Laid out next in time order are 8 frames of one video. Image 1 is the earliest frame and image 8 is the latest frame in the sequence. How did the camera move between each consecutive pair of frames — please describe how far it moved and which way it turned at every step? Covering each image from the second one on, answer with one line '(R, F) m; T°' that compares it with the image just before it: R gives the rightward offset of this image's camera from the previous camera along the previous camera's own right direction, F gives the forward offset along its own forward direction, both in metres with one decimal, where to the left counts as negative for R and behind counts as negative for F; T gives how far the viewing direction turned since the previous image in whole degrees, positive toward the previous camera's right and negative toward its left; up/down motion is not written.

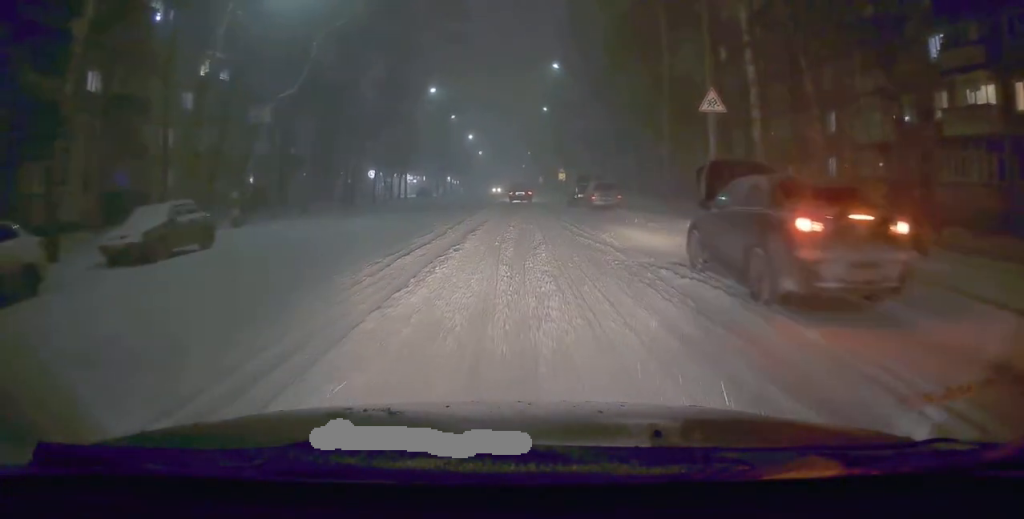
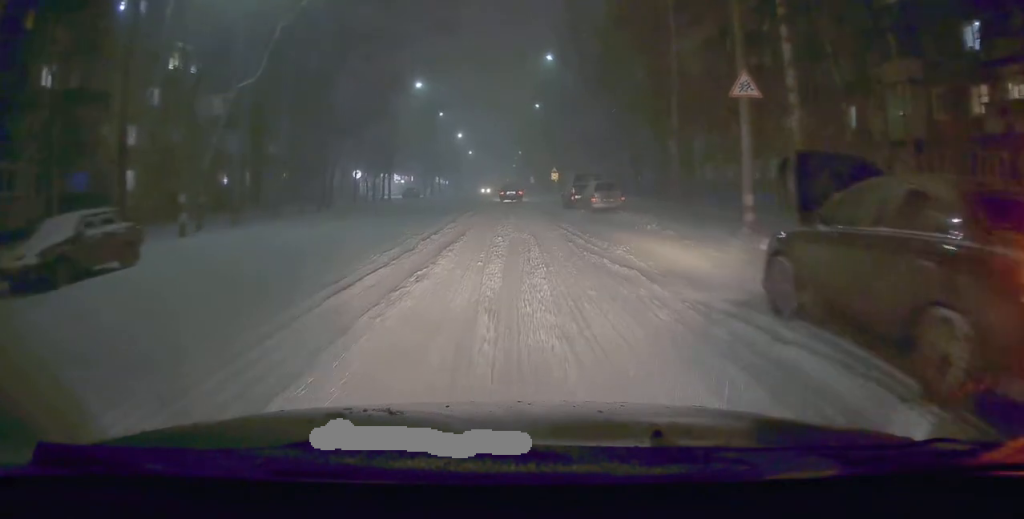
(0.0, +3.3) m; -1°
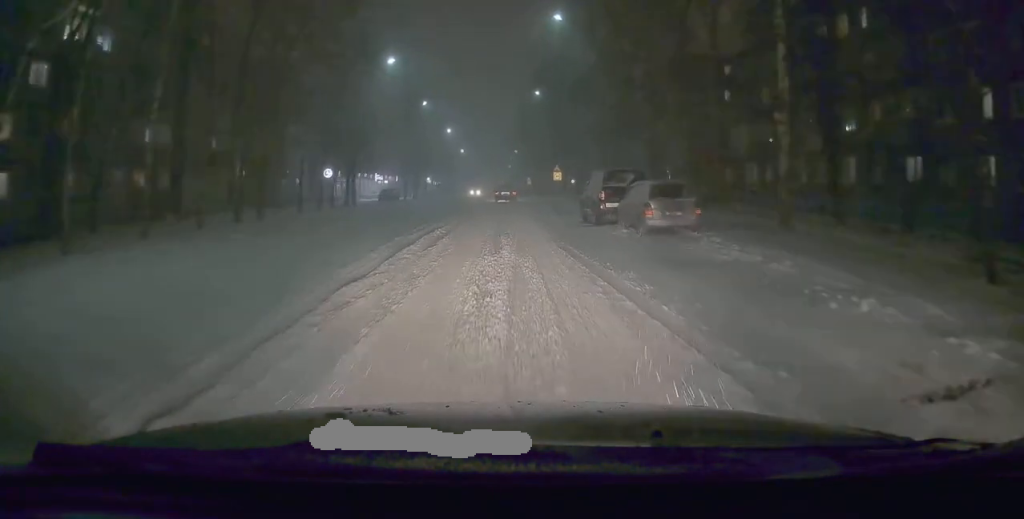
(-0.6, +10.6) m; -1°
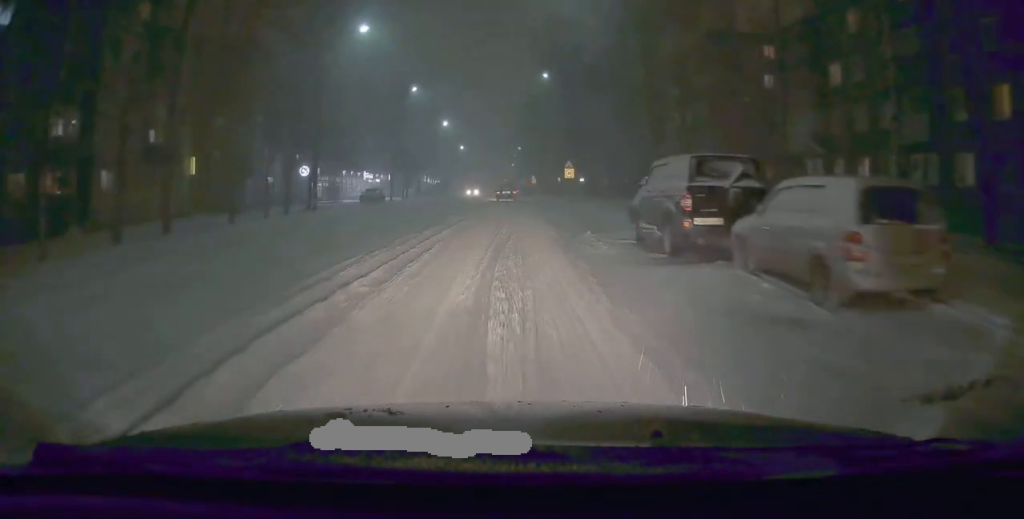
(+0.7, +8.9) m; +3°
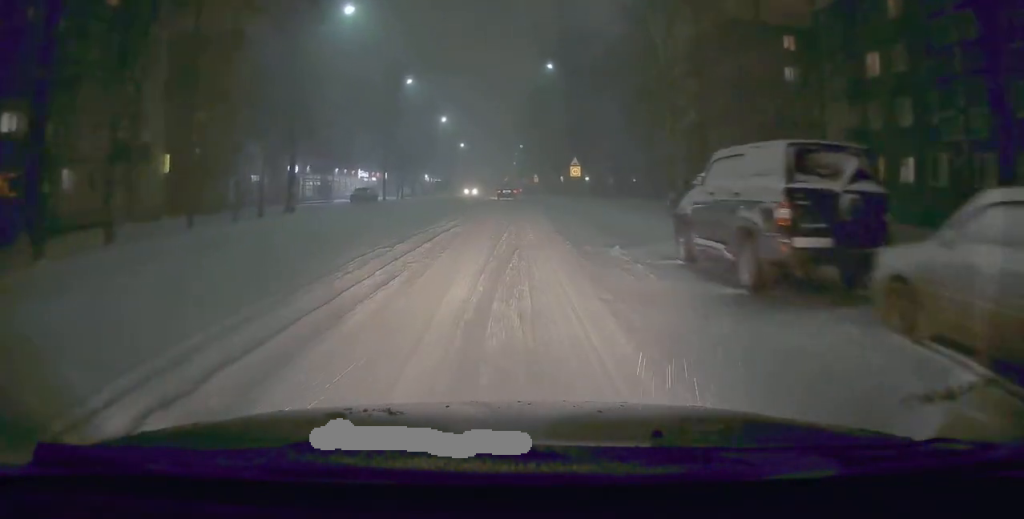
(+0.1, +3.6) m; -1°
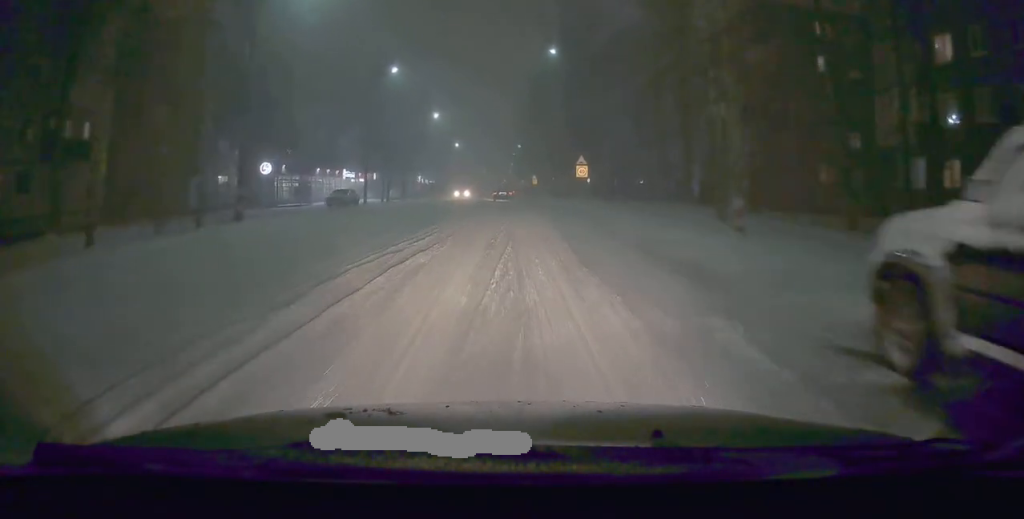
(-0.2, +5.8) m; +1°
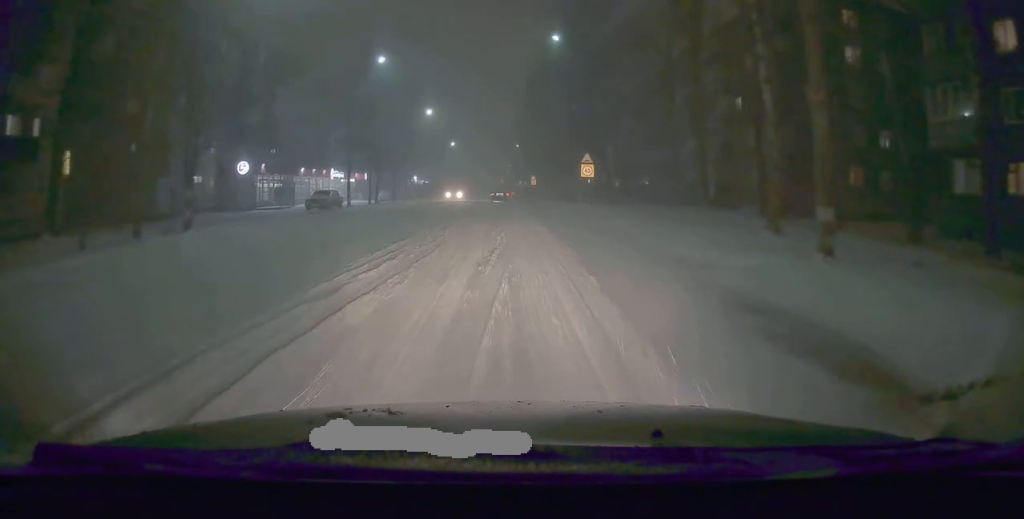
(+0.1, +4.1) m; 0°
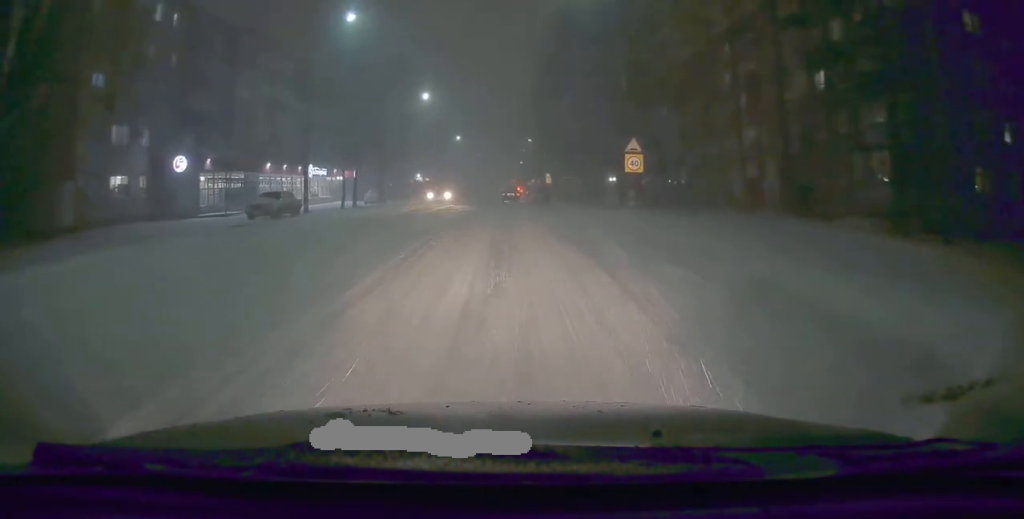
(-0.2, +11.2) m; 0°
